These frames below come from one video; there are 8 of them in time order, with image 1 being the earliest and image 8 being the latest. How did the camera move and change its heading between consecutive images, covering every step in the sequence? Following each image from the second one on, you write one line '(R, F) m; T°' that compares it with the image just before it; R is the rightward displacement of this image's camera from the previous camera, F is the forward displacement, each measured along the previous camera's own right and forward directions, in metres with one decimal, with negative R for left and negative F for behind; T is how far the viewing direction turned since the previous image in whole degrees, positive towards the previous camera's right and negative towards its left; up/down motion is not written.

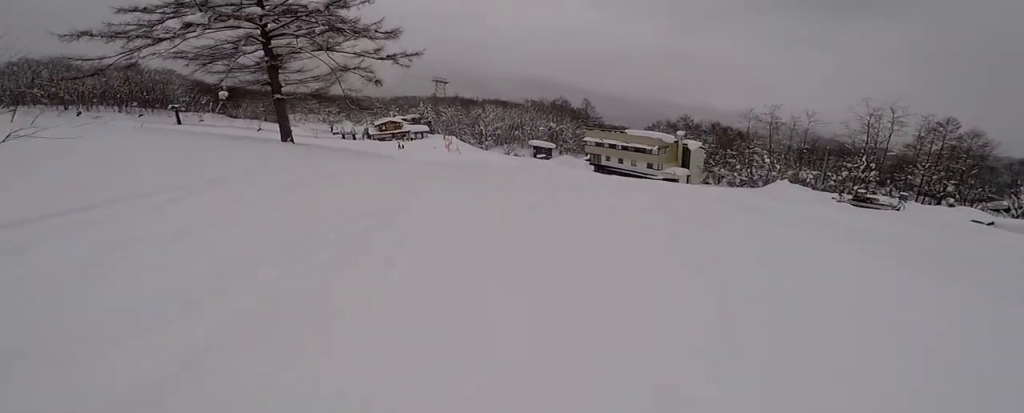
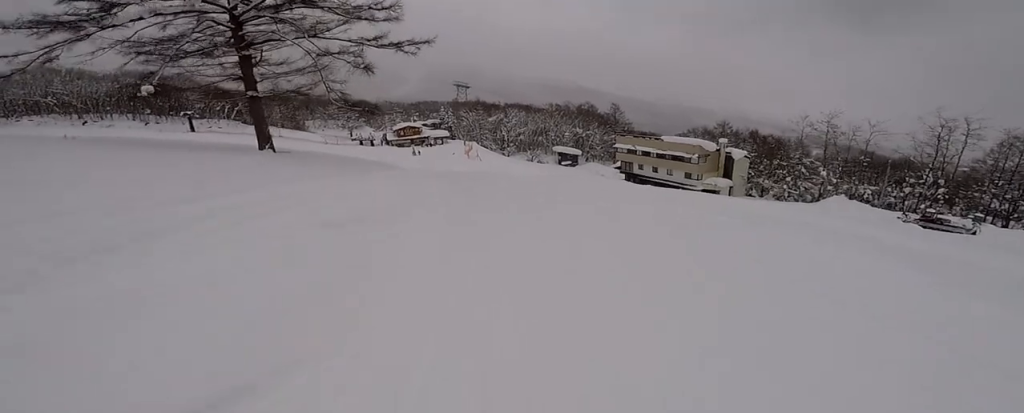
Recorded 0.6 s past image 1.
(-0.4, +5.0) m; -2°
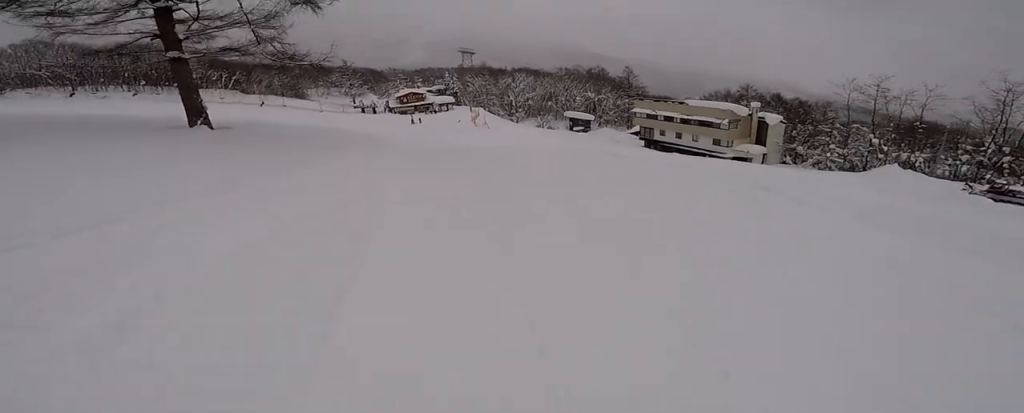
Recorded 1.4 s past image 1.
(-0.6, +6.2) m; 0°
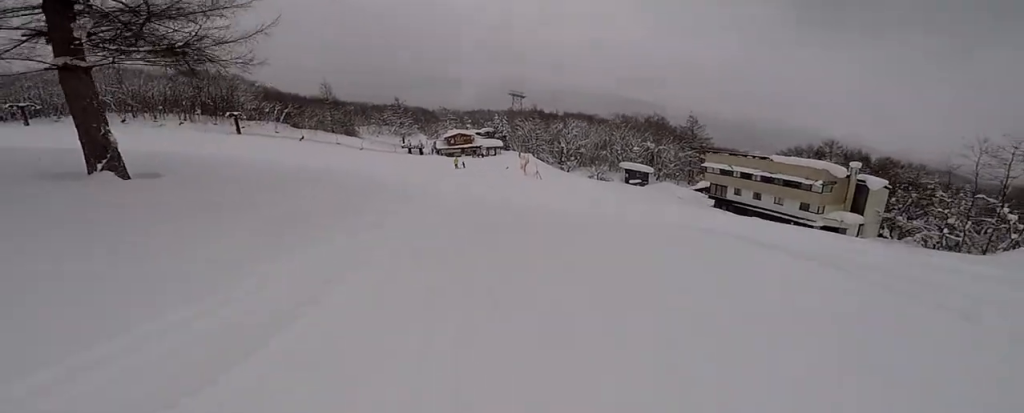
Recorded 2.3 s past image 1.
(+1.0, +7.3) m; 0°
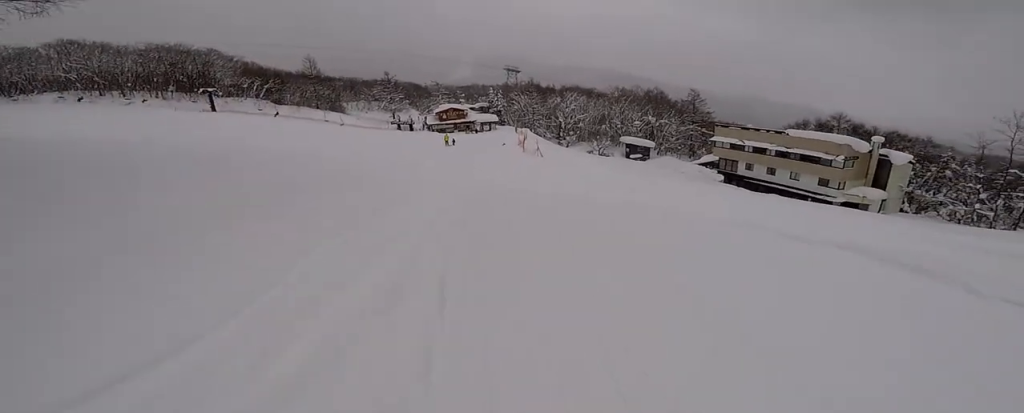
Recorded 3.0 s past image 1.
(-0.8, +5.9) m; -6°
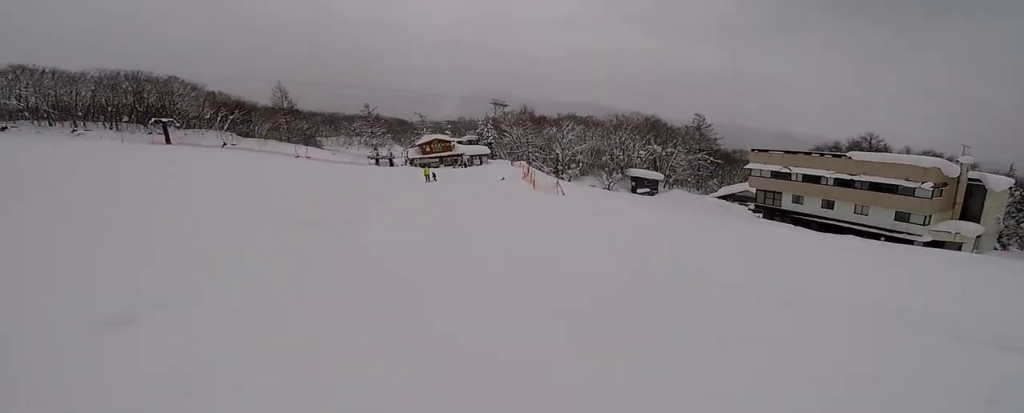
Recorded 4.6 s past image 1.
(+0.6, +13.3) m; +7°
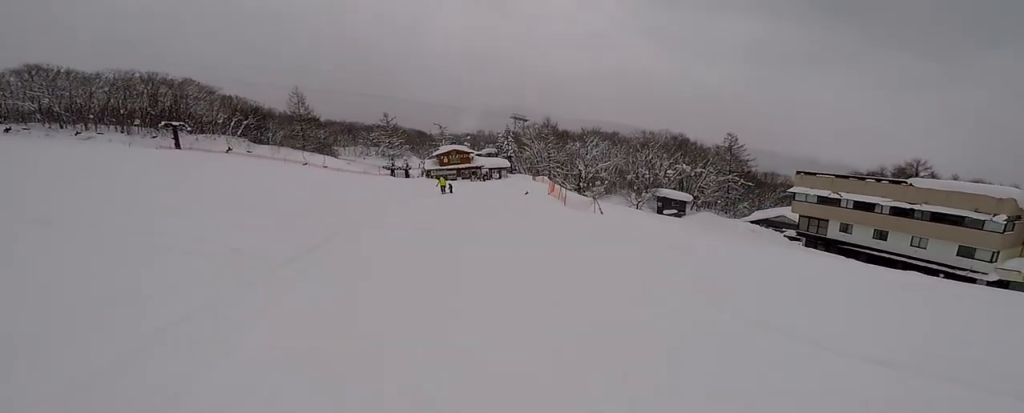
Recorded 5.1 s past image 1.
(+0.6, +3.8) m; 0°
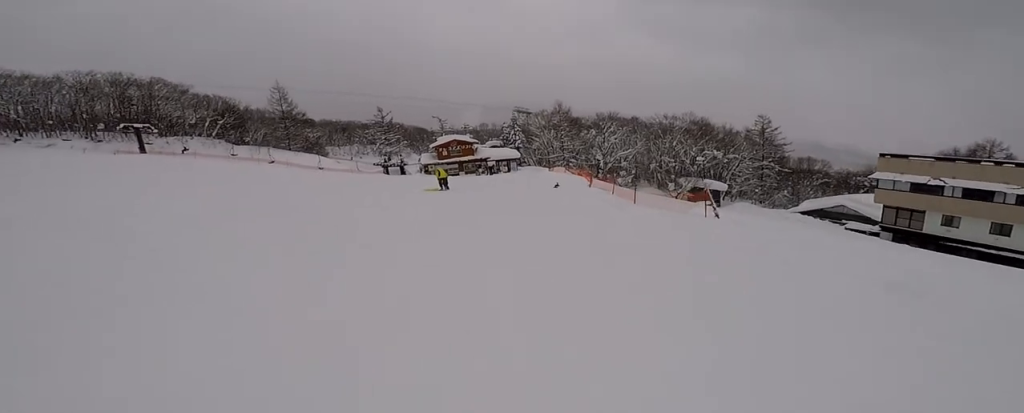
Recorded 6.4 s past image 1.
(-1.4, +9.4) m; -9°
